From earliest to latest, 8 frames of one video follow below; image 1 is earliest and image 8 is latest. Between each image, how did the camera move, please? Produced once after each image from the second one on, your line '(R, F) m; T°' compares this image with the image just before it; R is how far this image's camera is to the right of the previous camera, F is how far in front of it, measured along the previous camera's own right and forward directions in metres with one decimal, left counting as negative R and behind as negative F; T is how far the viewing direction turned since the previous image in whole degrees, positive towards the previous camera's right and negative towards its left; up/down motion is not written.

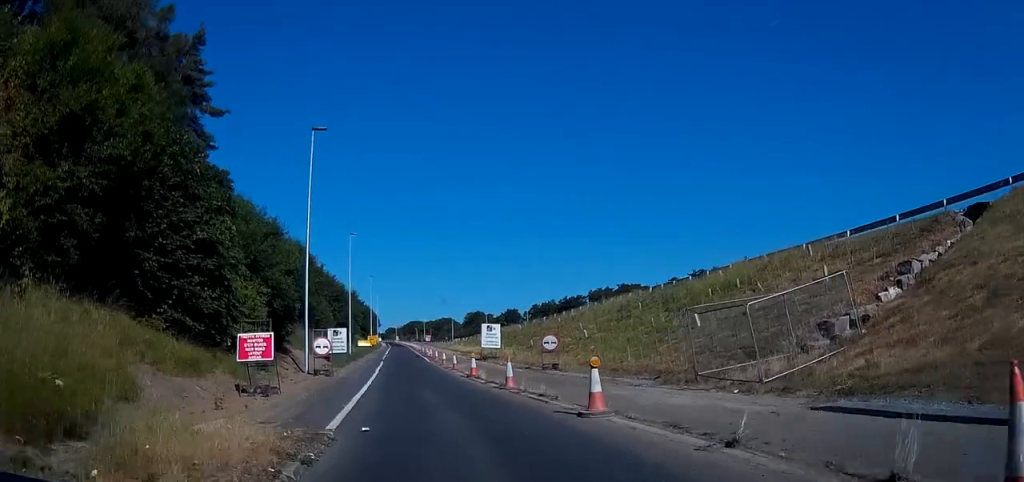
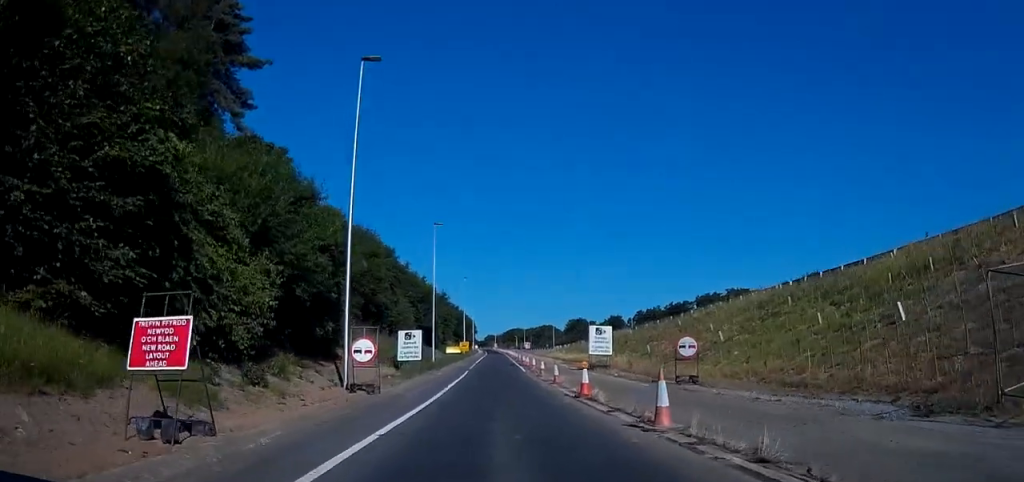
(-0.7, +10.3) m; -7°
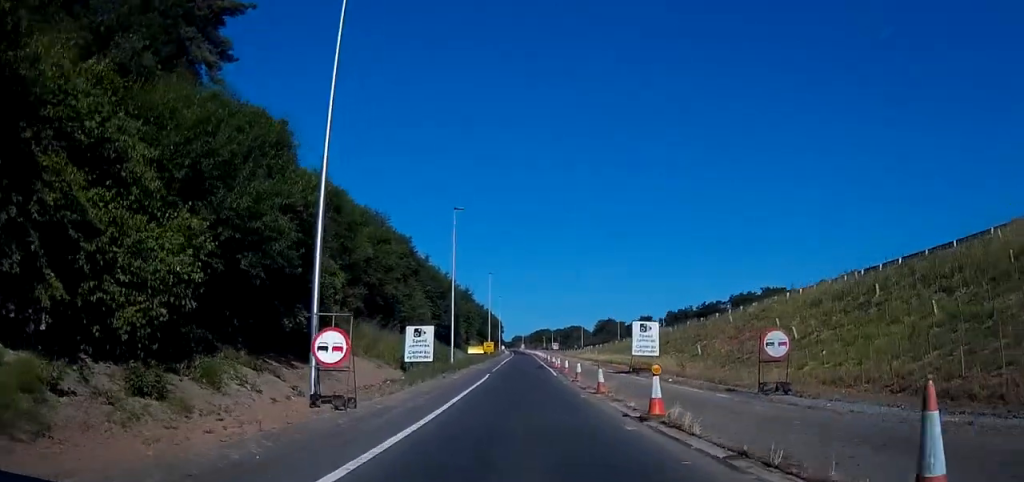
(-0.3, +7.1) m; -3°
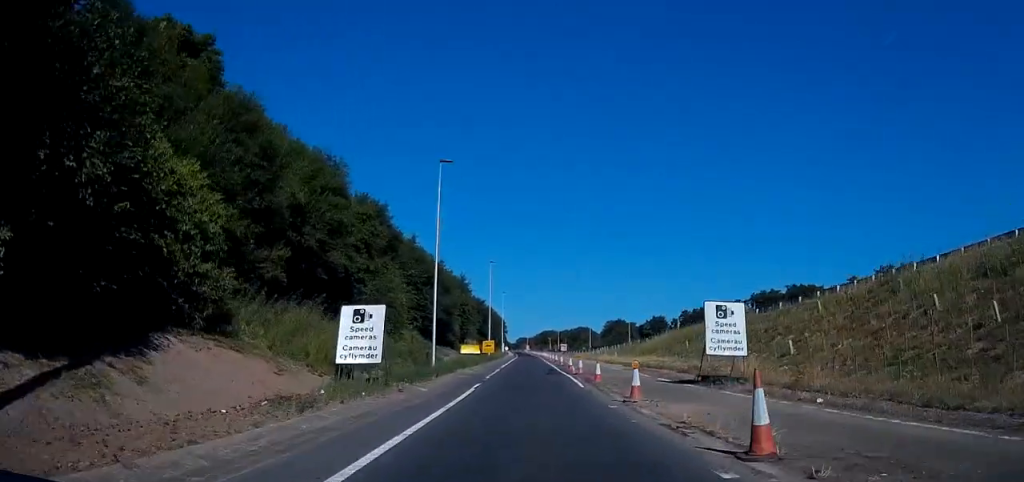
(-0.3, +14.6) m; 0°
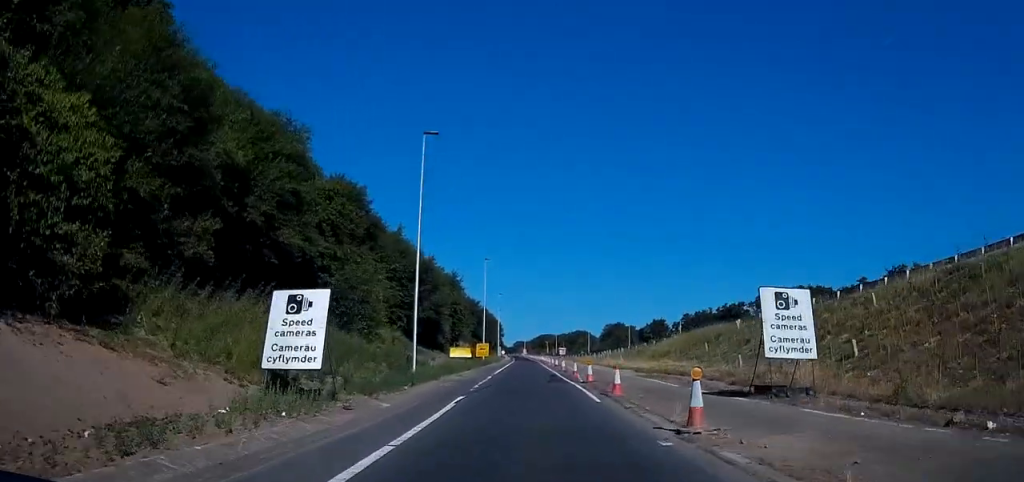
(+0.2, +6.3) m; 0°
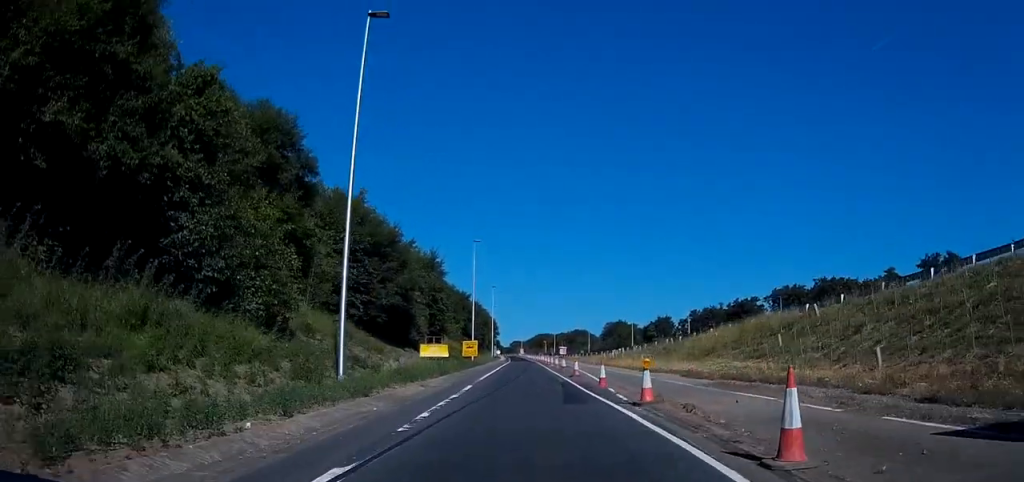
(0.0, +13.9) m; 0°
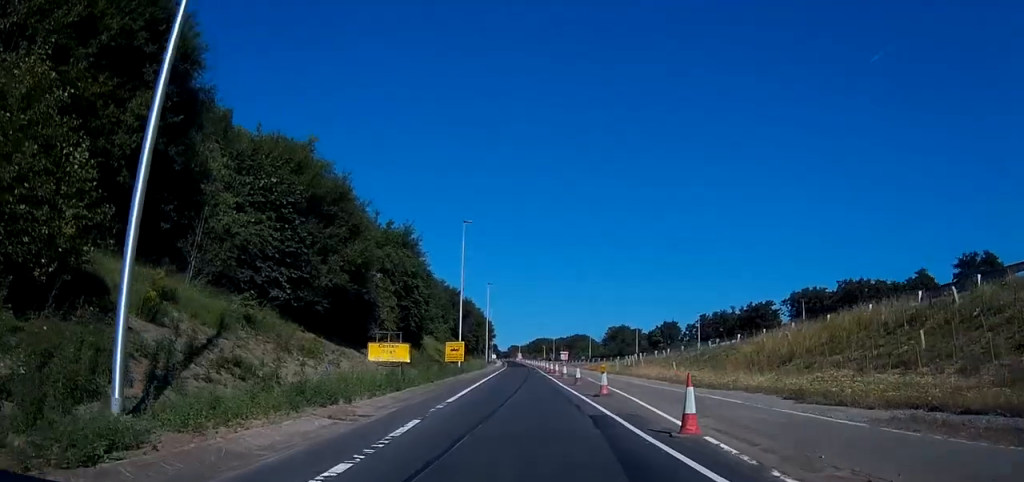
(-0.1, +12.6) m; 0°
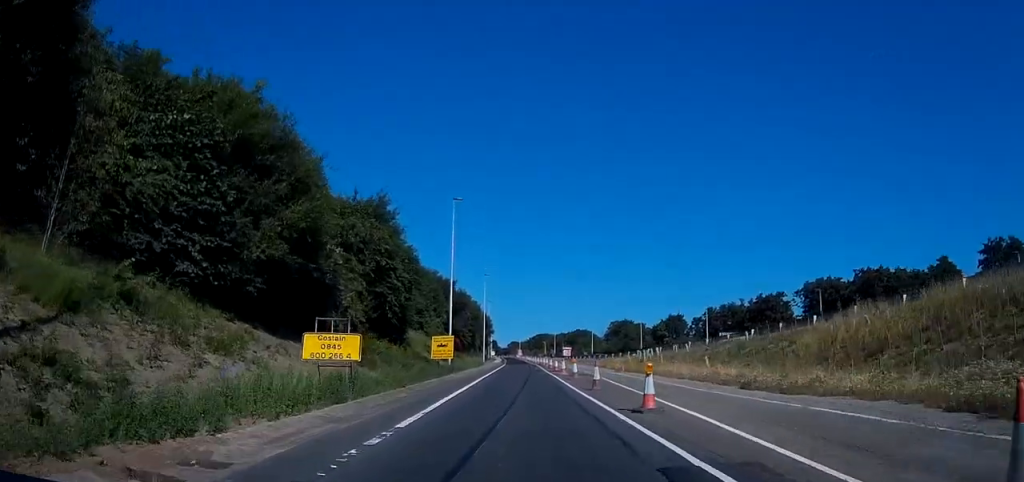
(0.0, +7.8) m; 0°
